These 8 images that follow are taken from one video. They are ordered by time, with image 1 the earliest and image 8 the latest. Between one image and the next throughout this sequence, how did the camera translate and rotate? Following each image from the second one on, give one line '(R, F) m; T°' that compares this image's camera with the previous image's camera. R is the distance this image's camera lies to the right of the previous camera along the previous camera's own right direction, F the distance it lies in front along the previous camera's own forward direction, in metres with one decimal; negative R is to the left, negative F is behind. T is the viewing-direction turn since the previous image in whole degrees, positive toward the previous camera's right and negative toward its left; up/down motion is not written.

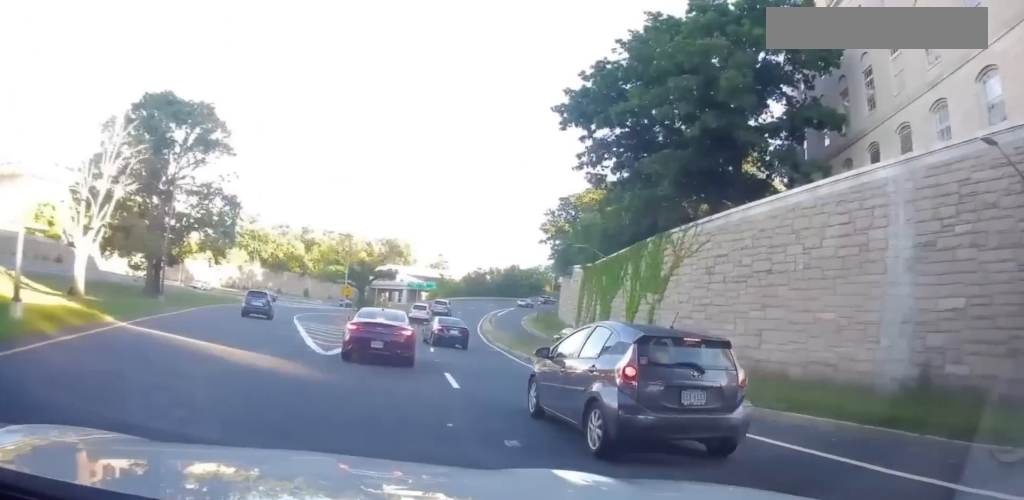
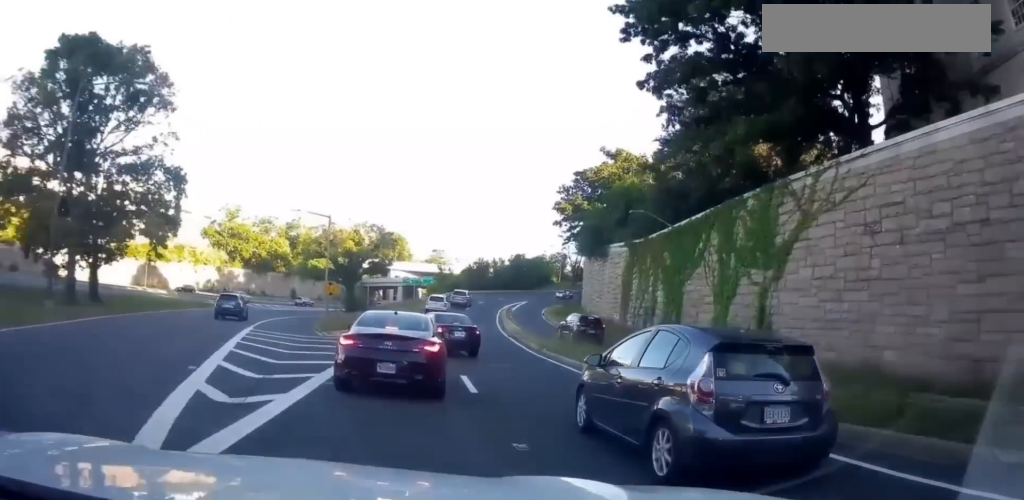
(0.0, +12.8) m; -1°
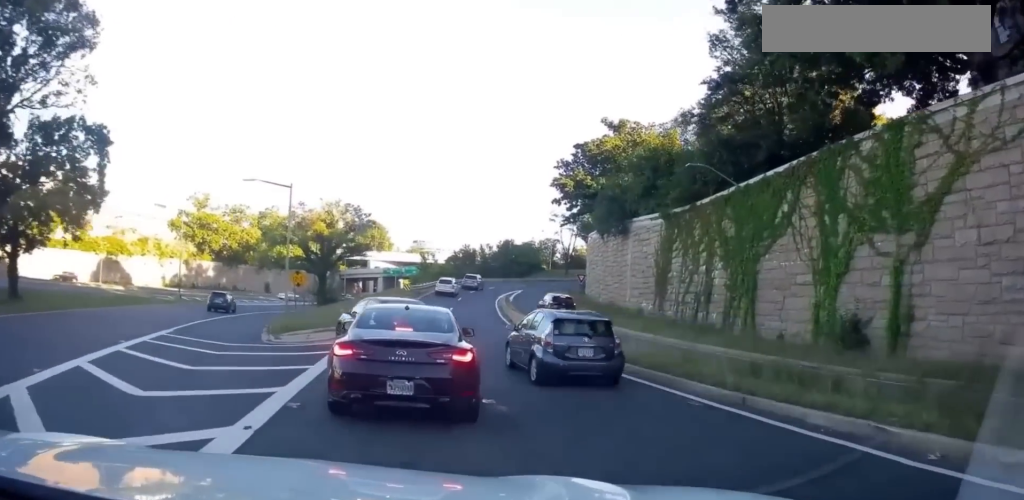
(-0.1, +16.8) m; -4°
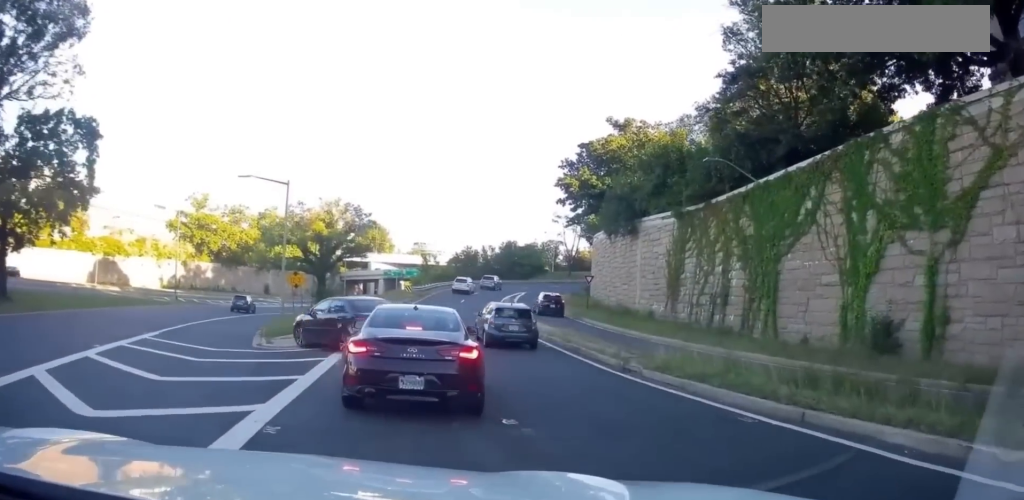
(-0.3, +8.5) m; -5°
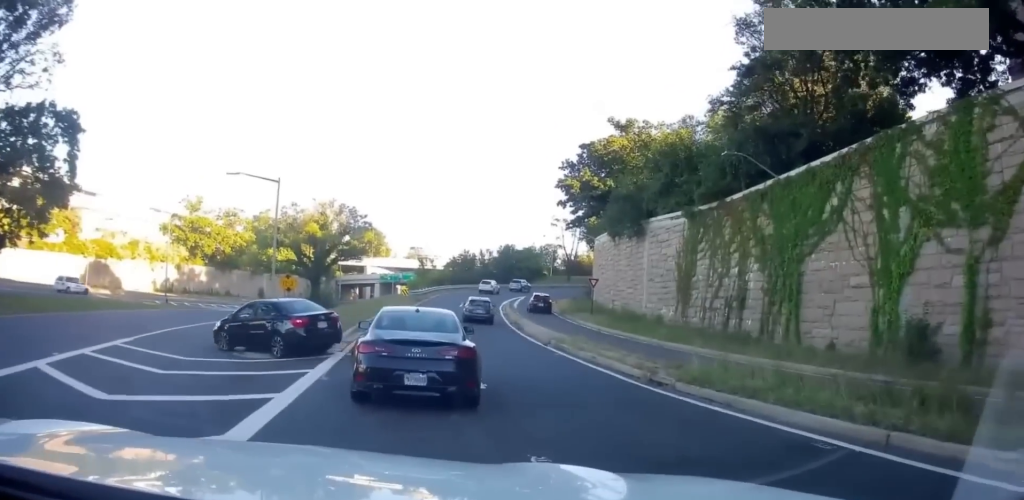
(-0.8, +10.9) m; -10°
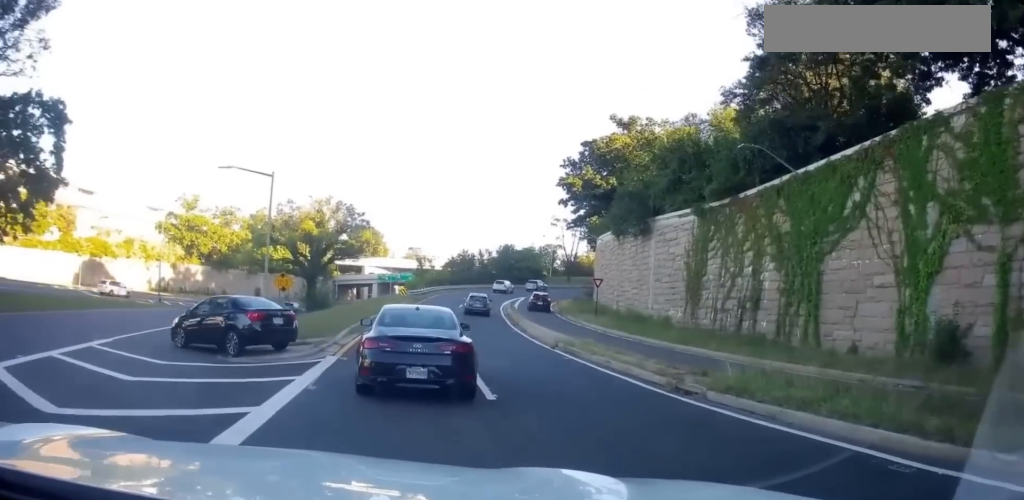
(-0.4, +3.6) m; -4°
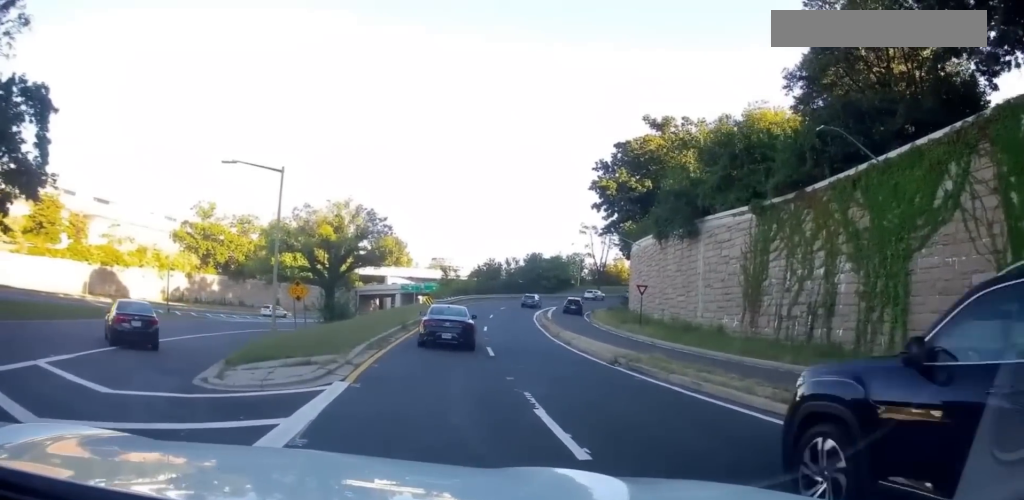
(-0.9, +8.4) m; -14°
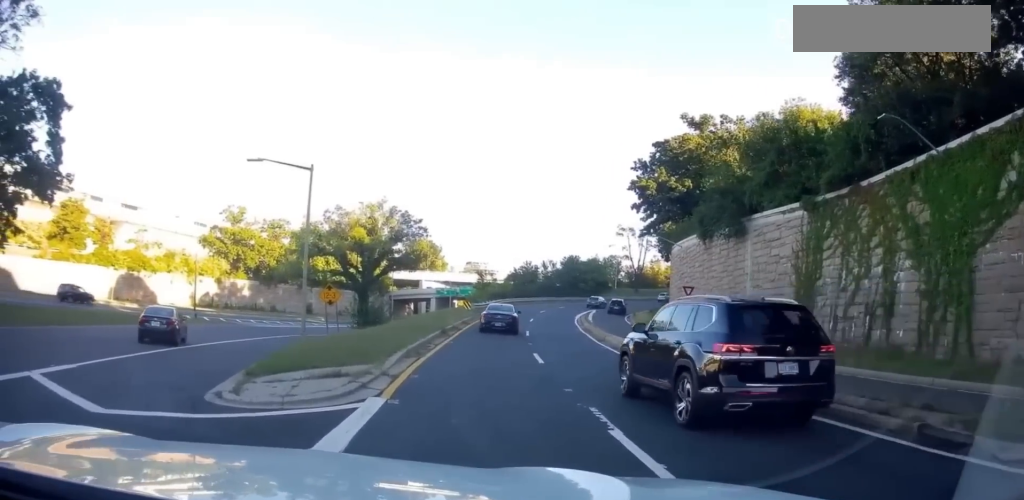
(-0.3, +3.6) m; -2°
